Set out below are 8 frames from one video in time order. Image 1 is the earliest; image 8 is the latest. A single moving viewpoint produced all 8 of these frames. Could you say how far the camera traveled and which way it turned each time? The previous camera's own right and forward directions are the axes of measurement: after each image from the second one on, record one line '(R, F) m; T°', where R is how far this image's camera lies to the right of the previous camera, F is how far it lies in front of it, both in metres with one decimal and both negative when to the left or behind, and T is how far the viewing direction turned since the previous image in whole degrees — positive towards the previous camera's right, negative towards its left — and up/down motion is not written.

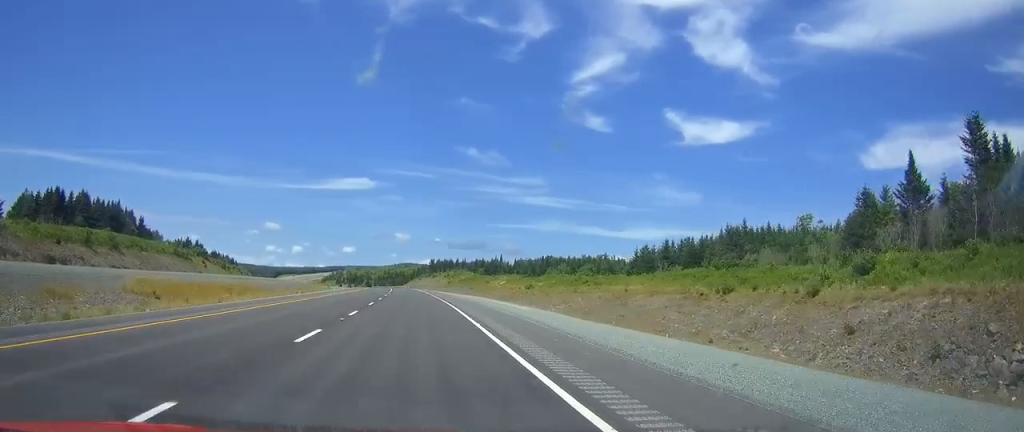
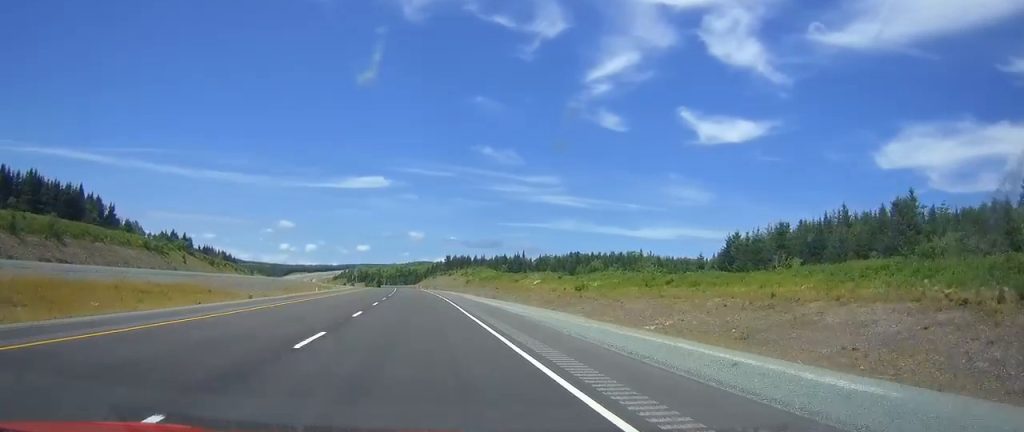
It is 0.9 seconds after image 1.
(-0.3, +27.9) m; -1°
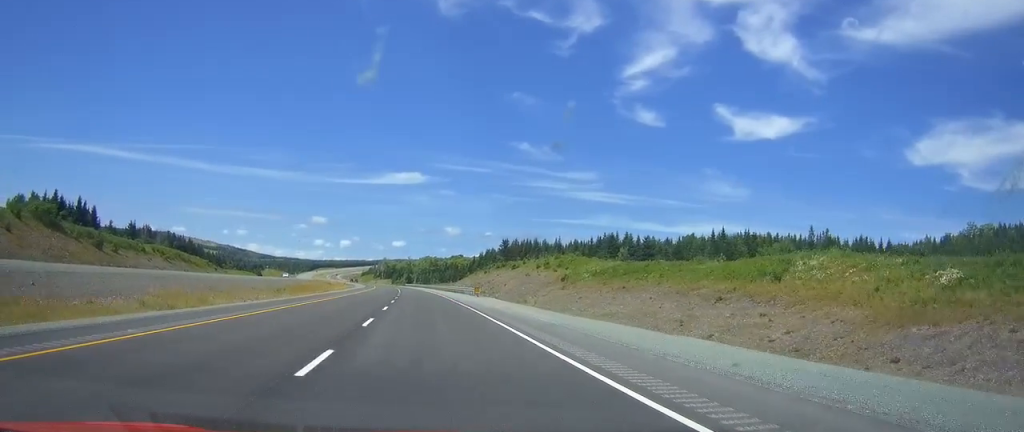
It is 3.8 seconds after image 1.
(-2.6, +94.4) m; -3°
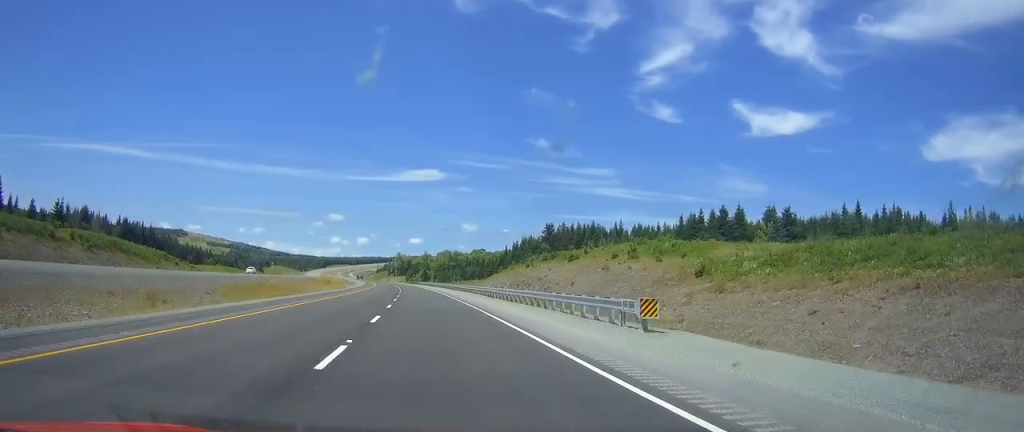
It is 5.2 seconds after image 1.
(-0.5, +45.1) m; -2°
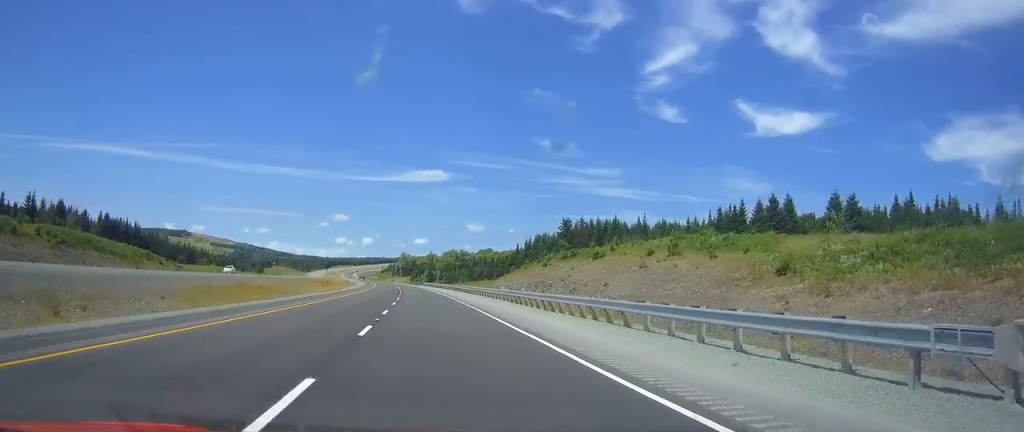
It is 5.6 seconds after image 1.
(0.0, +12.9) m; 0°
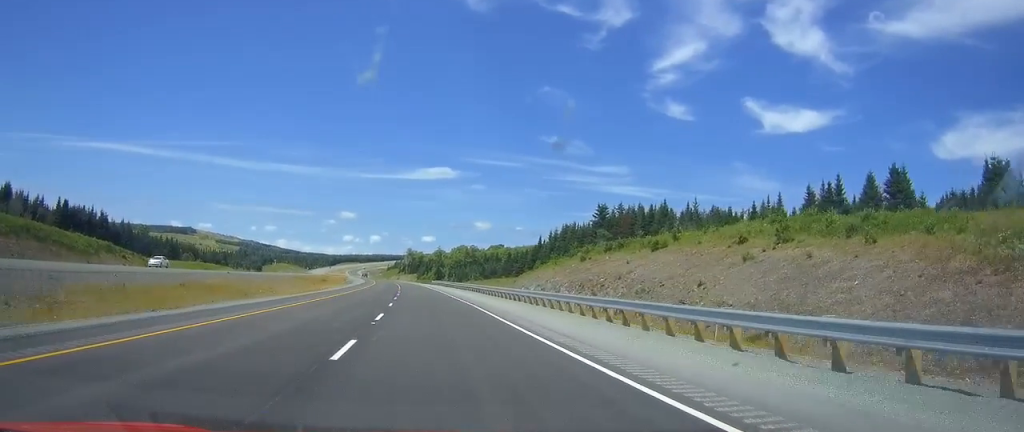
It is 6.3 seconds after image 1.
(-0.2, +22.6) m; -1°
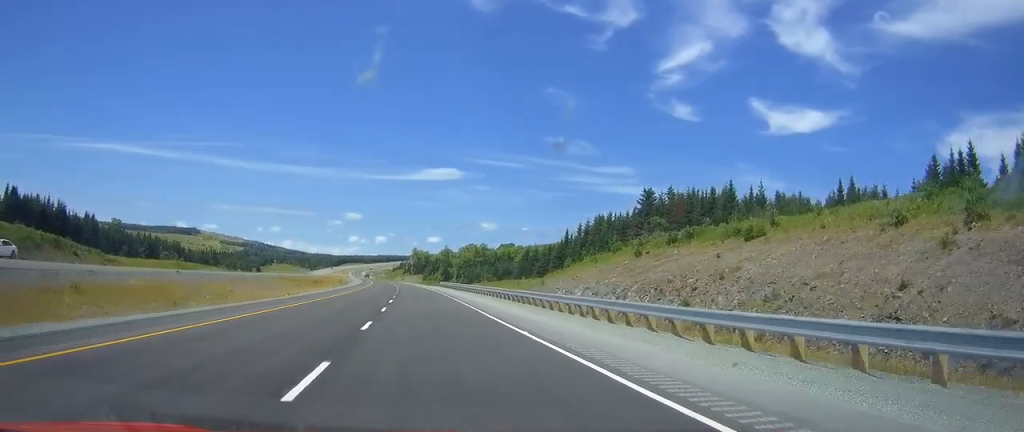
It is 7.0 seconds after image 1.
(-0.1, +21.5) m; 0°
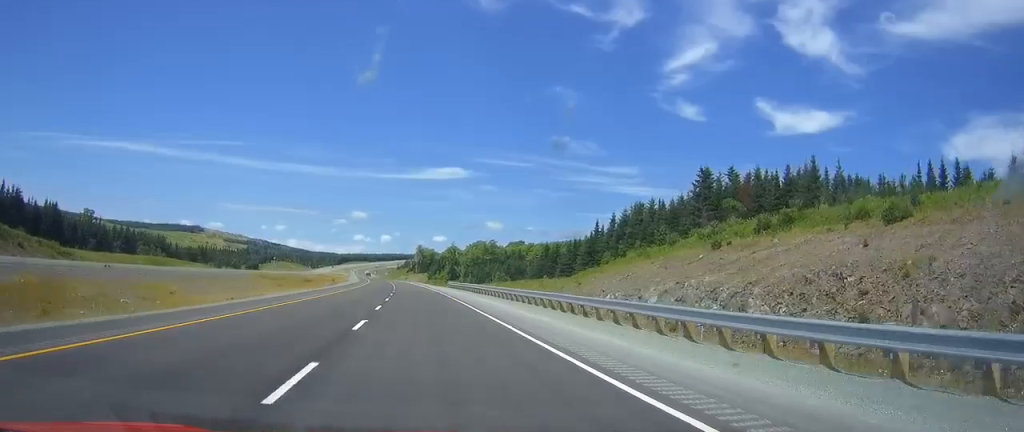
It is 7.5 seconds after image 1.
(0.0, +18.3) m; 0°
